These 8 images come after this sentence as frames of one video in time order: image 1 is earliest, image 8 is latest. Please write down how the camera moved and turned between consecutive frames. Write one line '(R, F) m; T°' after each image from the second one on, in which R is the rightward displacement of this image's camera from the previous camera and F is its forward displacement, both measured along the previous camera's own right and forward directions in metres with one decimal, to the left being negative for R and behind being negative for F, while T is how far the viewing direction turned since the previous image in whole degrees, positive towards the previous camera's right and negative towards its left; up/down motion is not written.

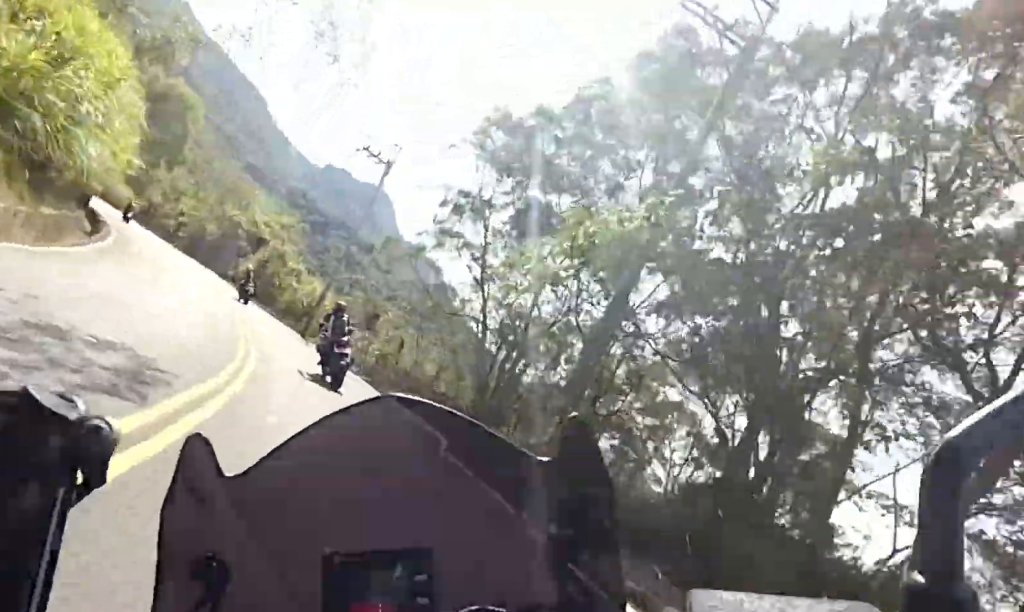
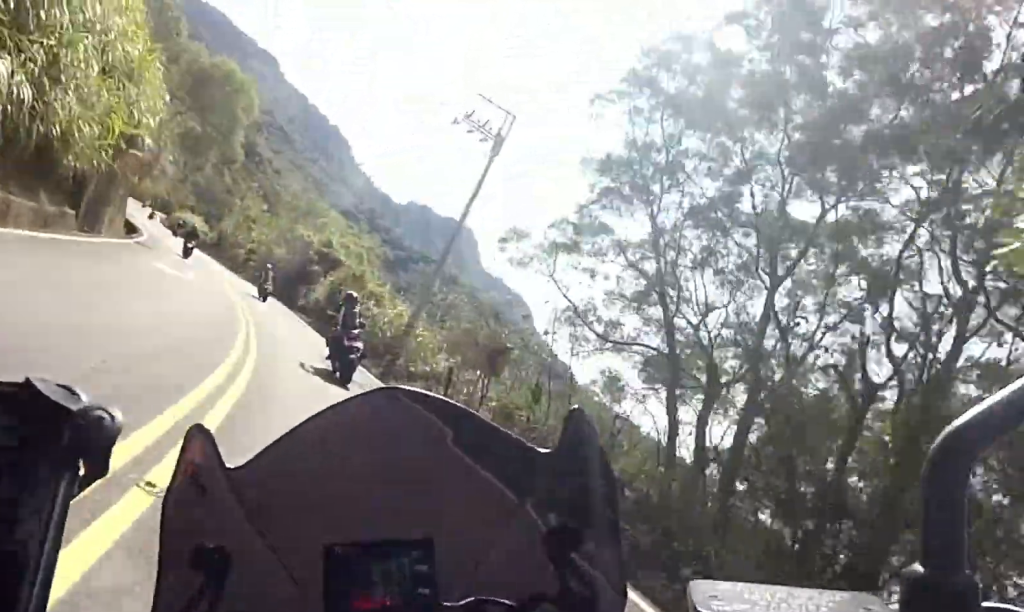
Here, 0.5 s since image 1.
(-0.8, +8.3) m; -10°
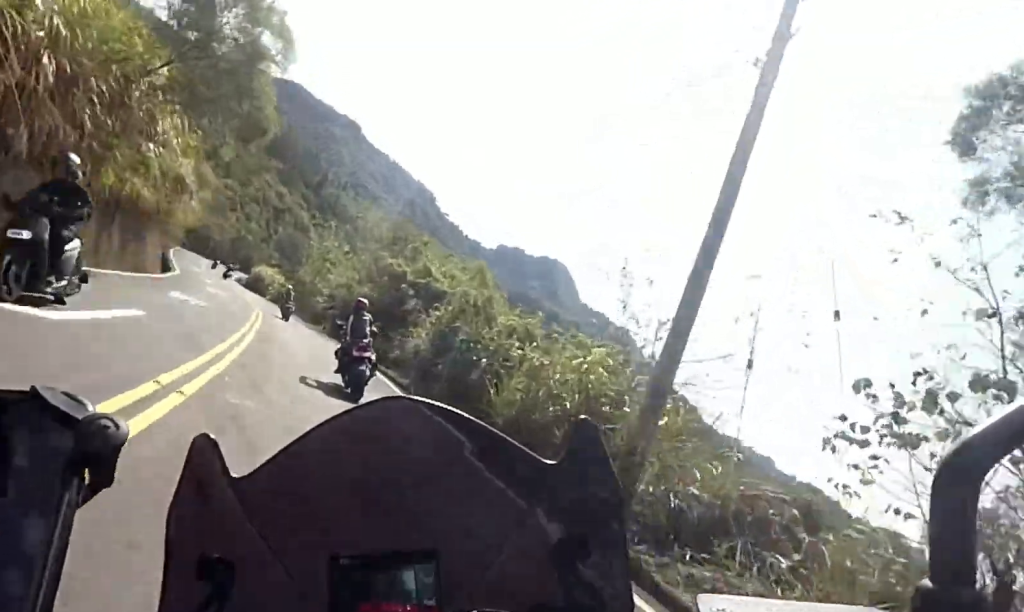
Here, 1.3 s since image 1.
(-0.8, +11.5) m; -15°
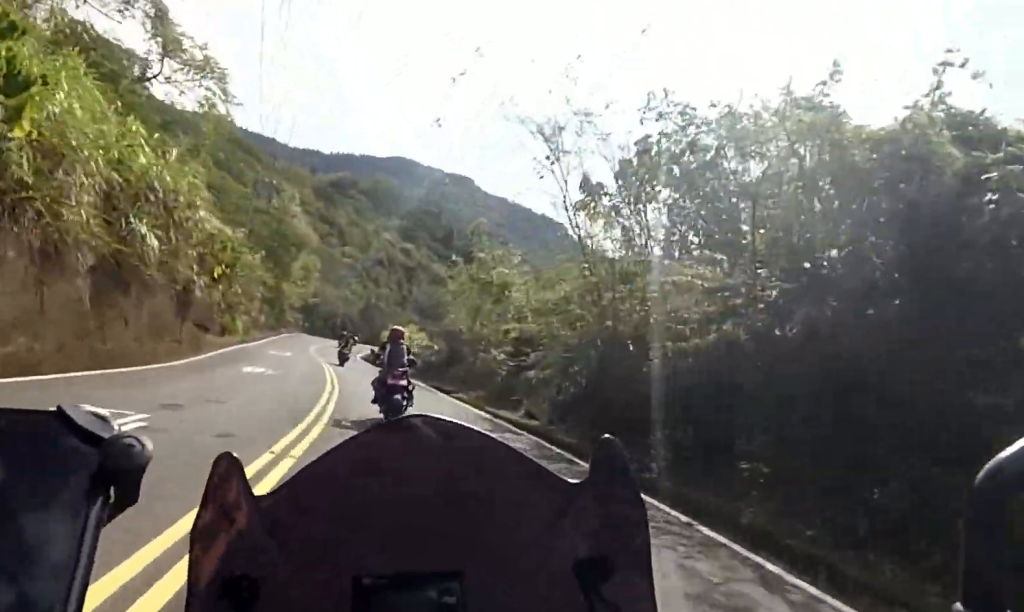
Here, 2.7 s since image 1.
(-4.8, +24.4) m; -16°
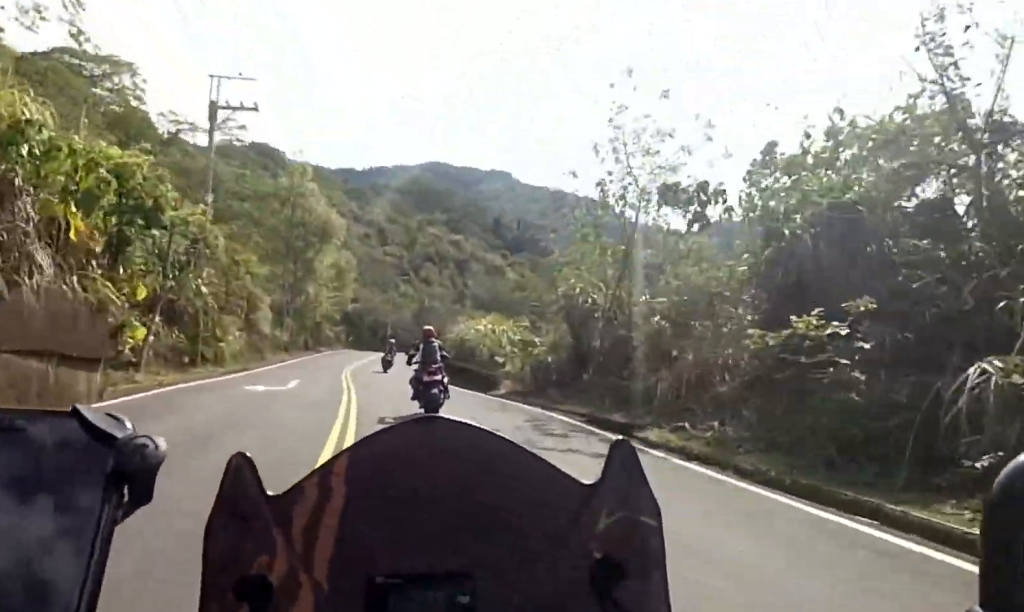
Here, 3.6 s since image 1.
(-1.3, +16.6) m; -7°
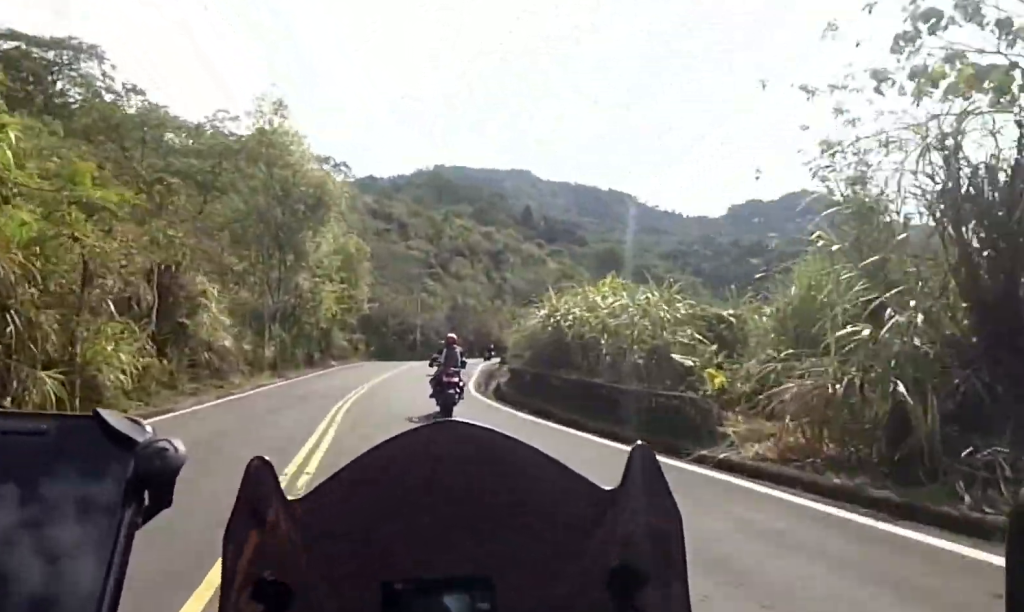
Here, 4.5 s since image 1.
(-1.0, +15.2) m; +1°
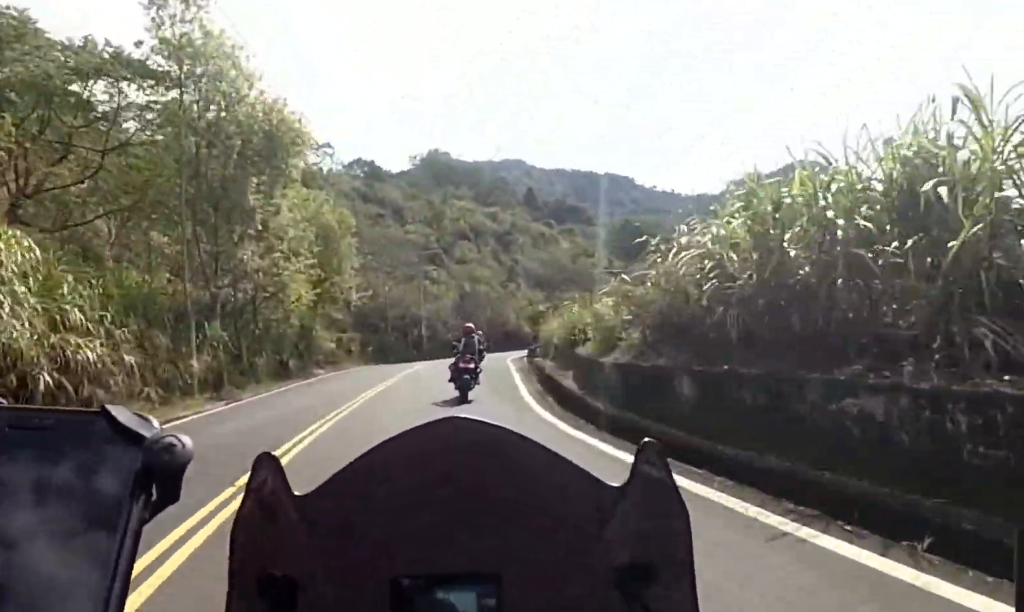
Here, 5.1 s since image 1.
(+0.3, +11.3) m; +7°
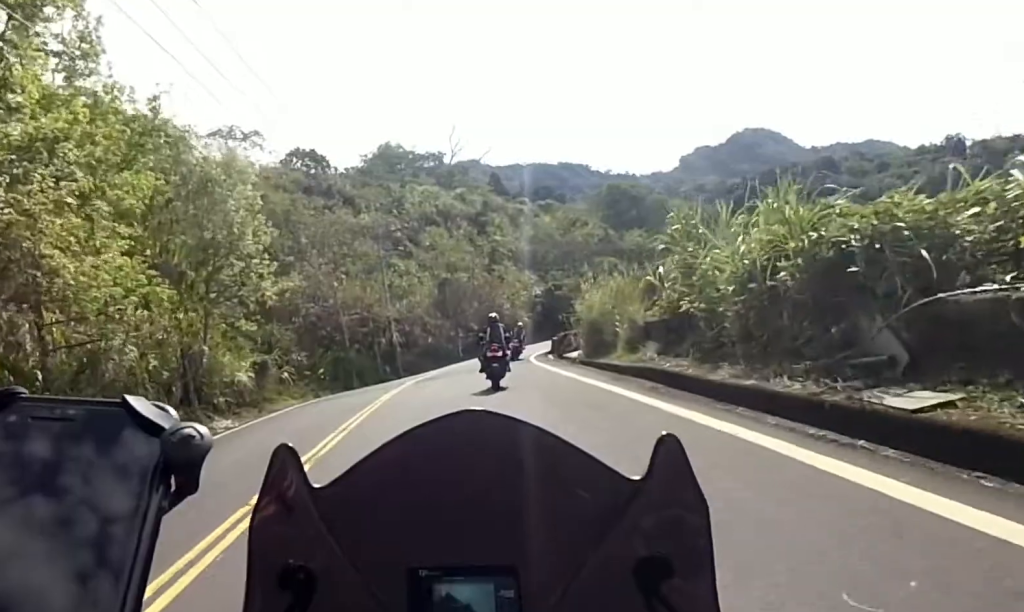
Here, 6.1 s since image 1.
(+1.7, +14.7) m; +4°
